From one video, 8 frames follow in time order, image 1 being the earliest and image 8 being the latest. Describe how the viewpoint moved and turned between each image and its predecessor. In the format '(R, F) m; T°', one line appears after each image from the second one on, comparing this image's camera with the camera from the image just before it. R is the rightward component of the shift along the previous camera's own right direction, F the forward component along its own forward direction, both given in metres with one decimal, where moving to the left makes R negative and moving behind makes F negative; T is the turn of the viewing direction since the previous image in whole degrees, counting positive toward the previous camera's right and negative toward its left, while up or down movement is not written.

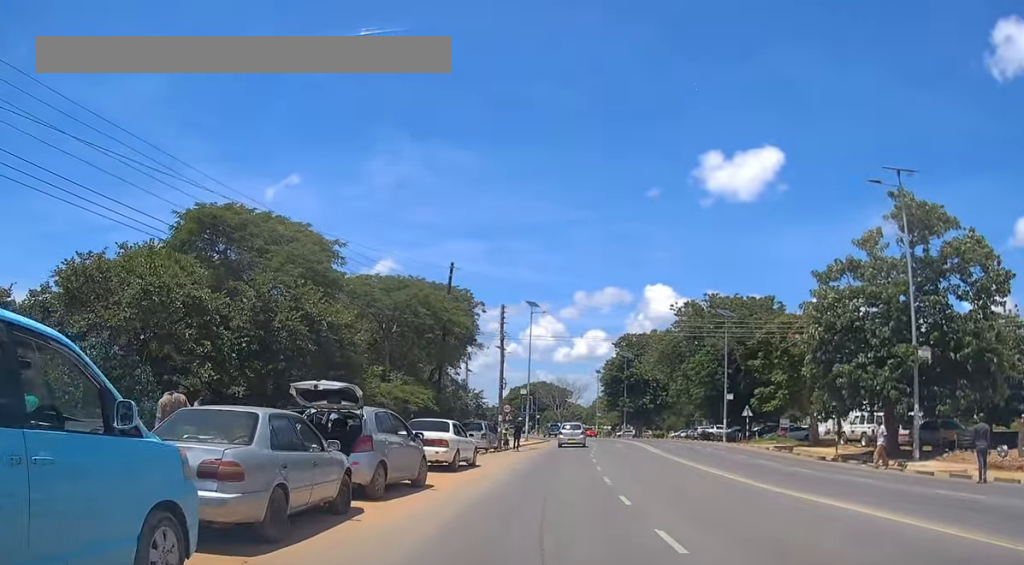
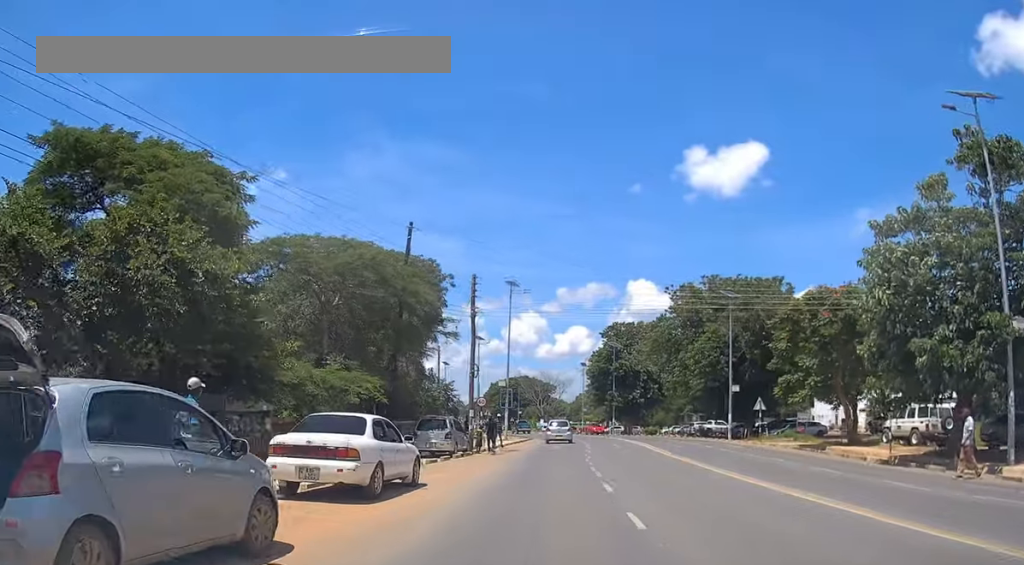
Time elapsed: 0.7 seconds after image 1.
(+0.1, +7.7) m; +1°
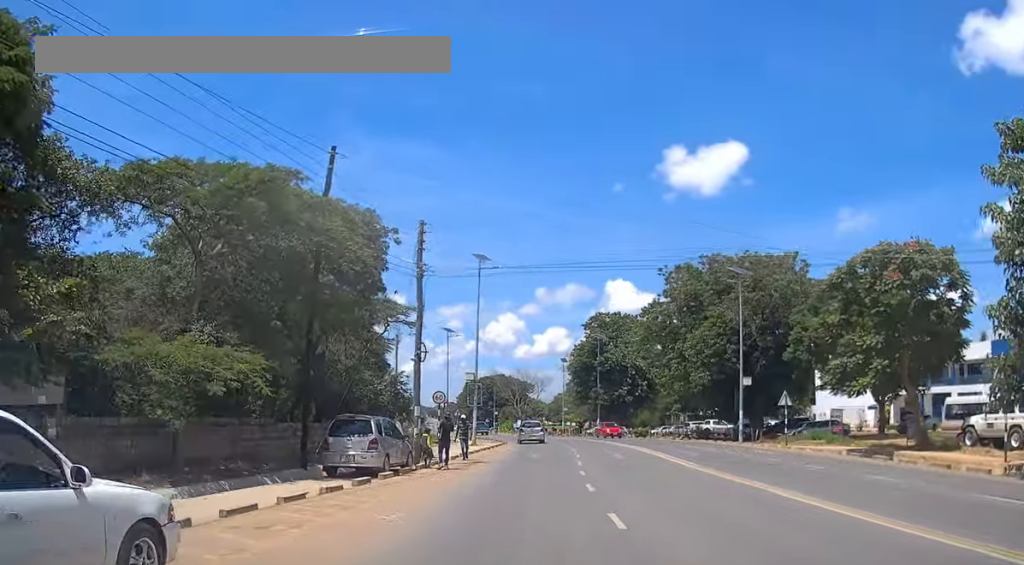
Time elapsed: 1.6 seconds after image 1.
(0.0, +9.4) m; +1°
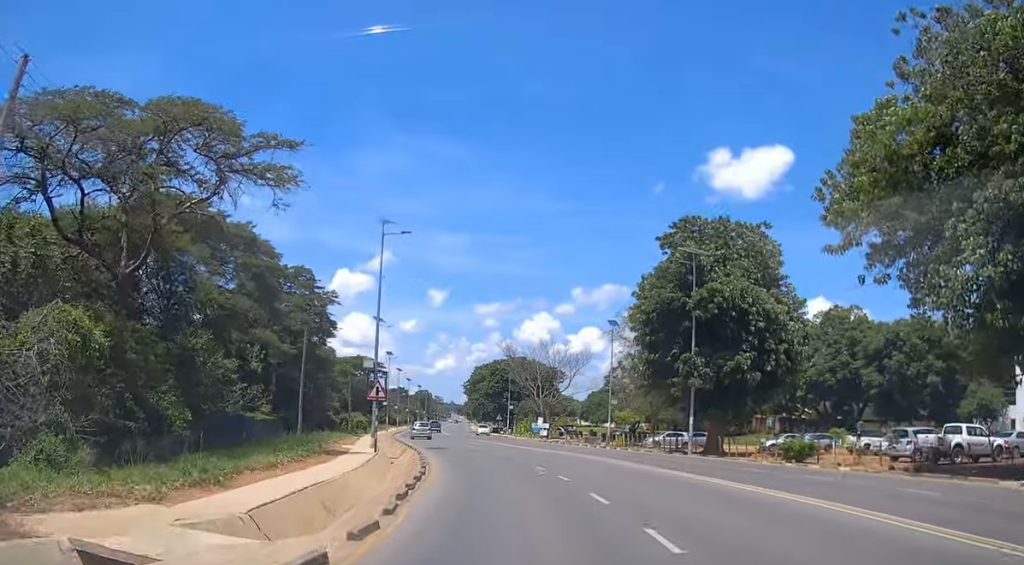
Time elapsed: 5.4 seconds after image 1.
(-0.4, +42.9) m; -6°
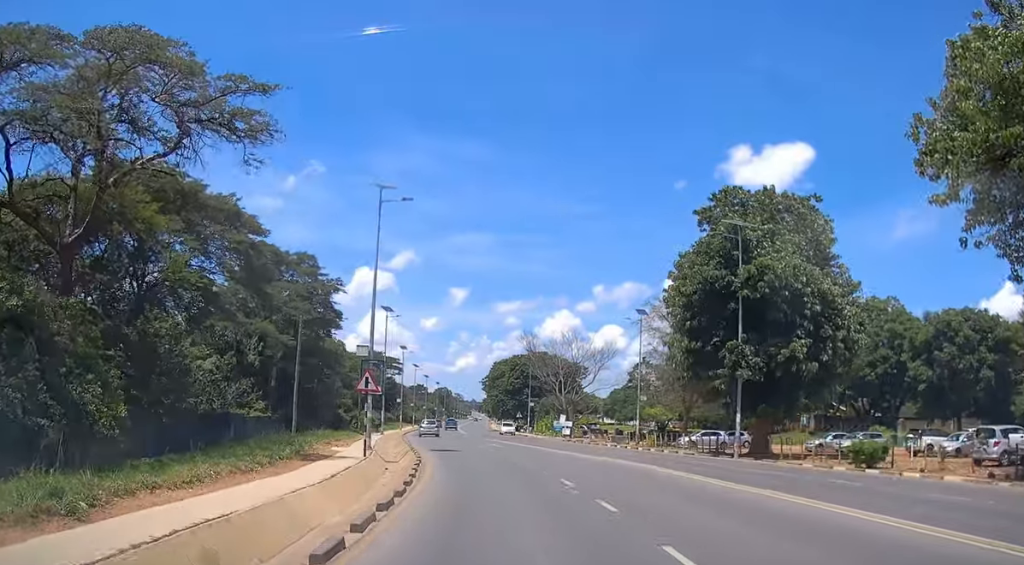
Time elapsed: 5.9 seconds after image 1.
(0.0, +5.6) m; -2°
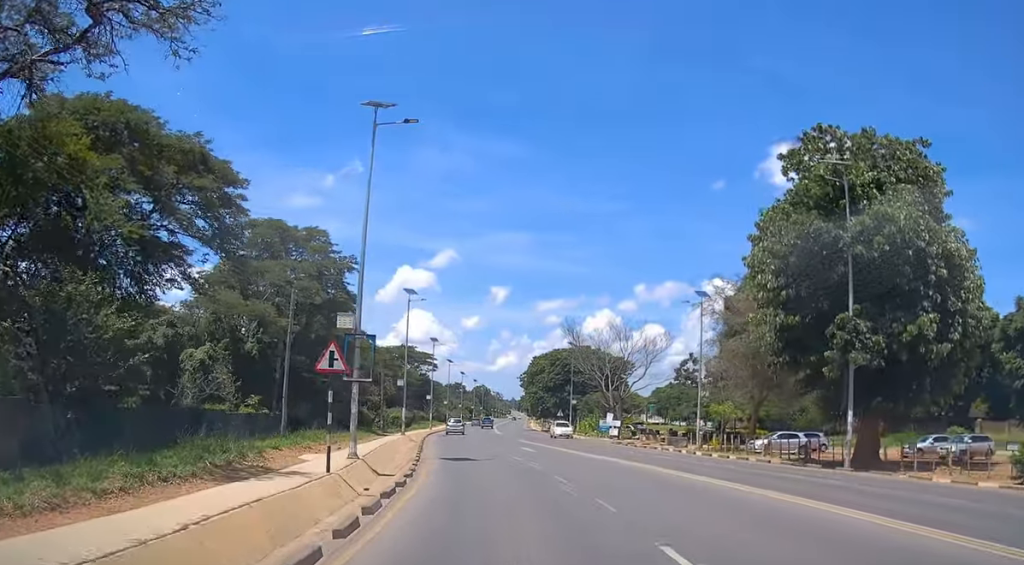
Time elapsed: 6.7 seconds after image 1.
(-0.3, +9.1) m; -2°
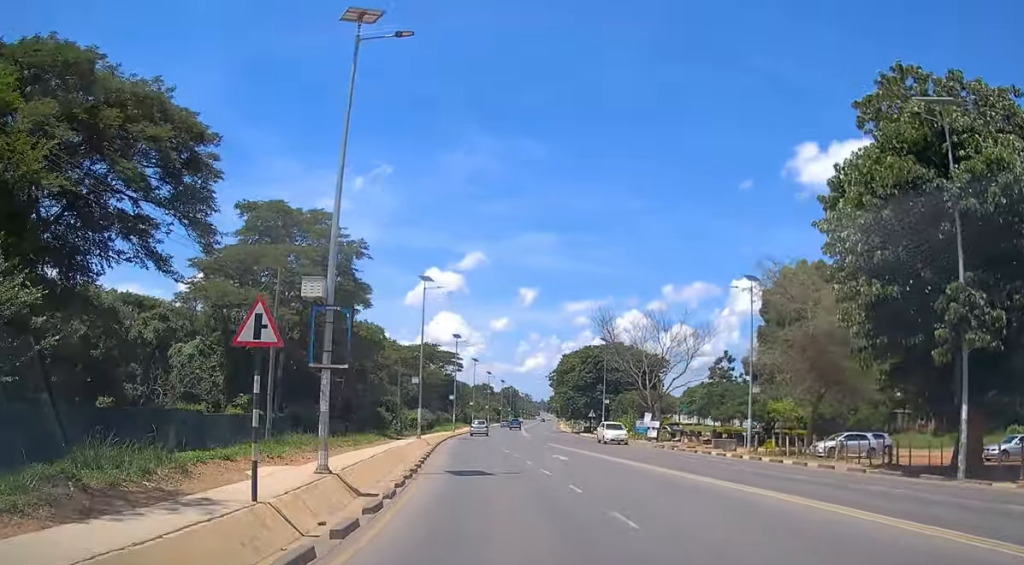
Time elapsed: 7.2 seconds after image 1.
(0.0, +6.3) m; -1°
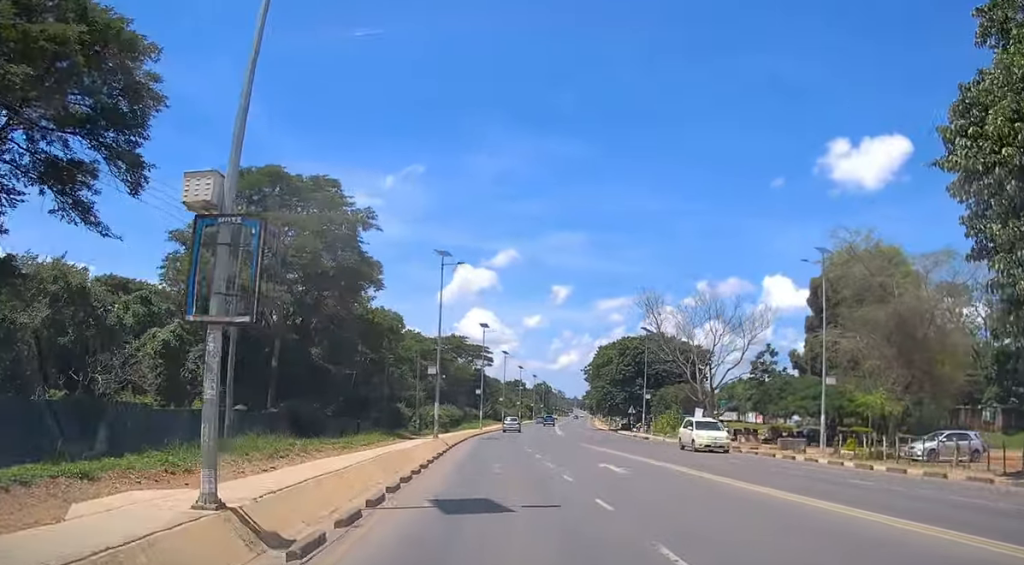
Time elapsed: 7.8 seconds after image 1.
(+0.1, +7.7) m; -2°
